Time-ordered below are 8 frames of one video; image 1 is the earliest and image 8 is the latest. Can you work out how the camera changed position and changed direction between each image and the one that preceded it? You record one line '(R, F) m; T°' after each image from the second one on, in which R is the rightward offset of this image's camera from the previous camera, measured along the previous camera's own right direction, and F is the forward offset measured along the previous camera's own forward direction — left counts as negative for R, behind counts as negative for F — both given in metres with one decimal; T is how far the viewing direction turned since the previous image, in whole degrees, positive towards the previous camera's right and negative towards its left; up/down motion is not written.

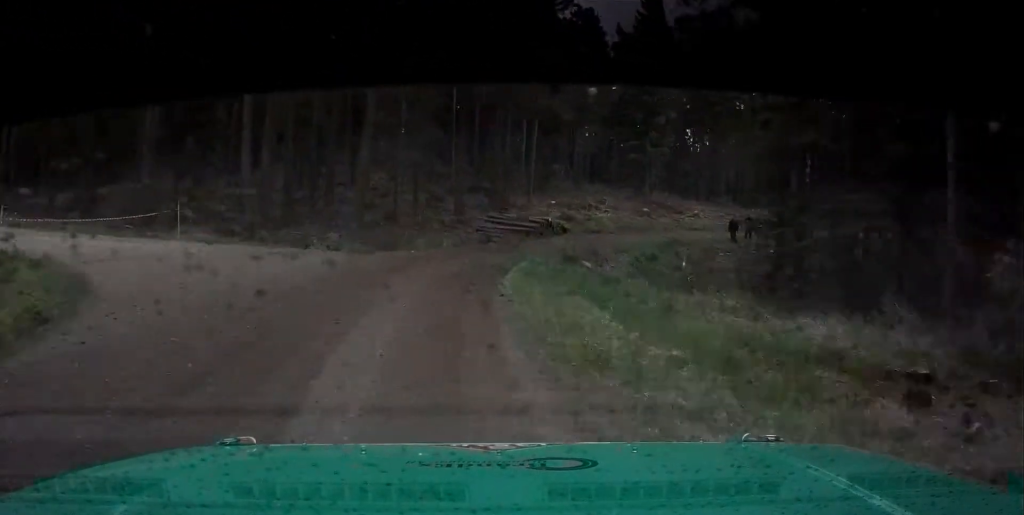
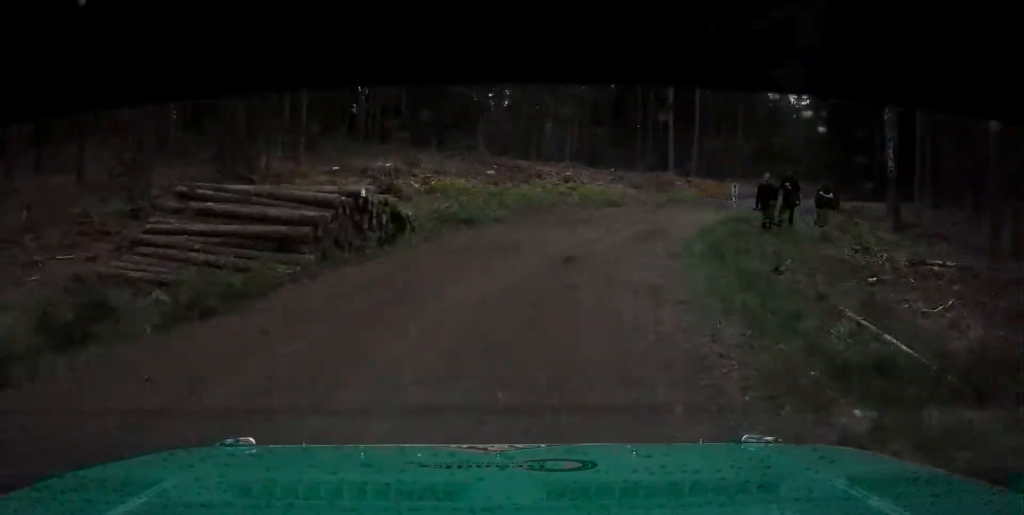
(+4.6, +27.8) m; +23°
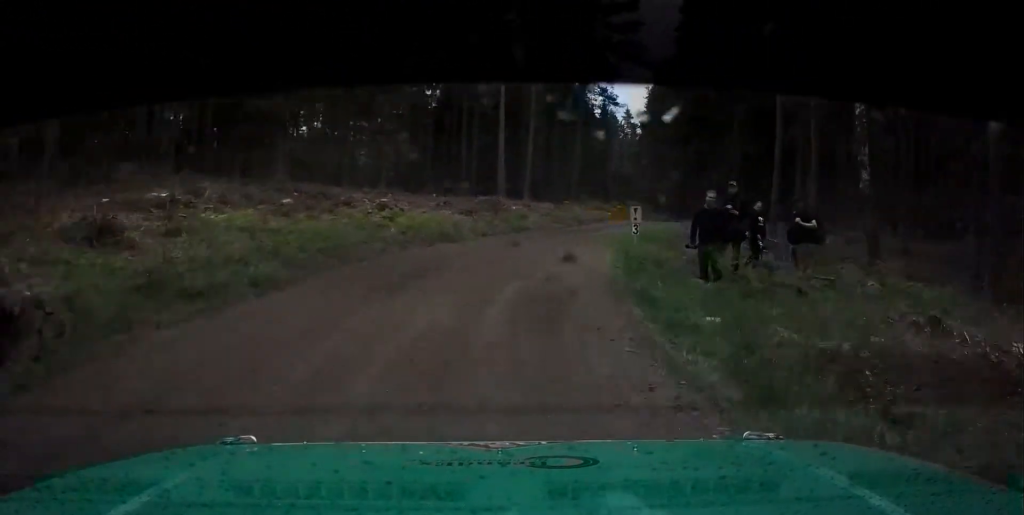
(+0.6, +8.4) m; +7°
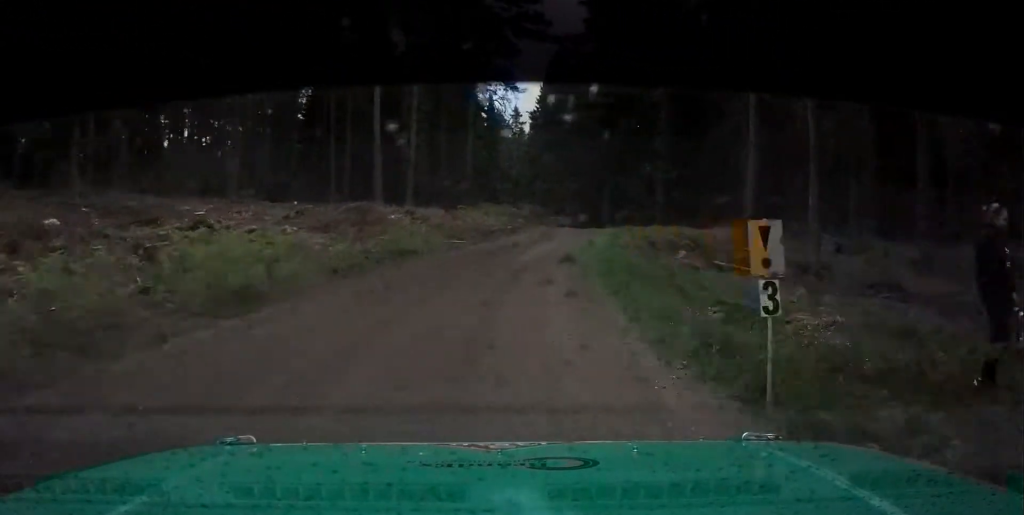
(+1.2, +12.0) m; +8°
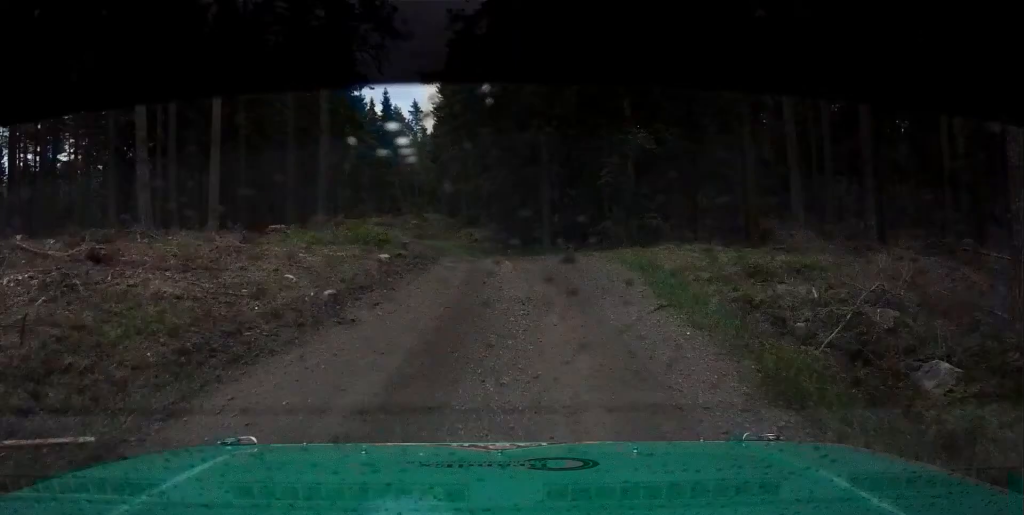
(+1.9, +21.7) m; +4°
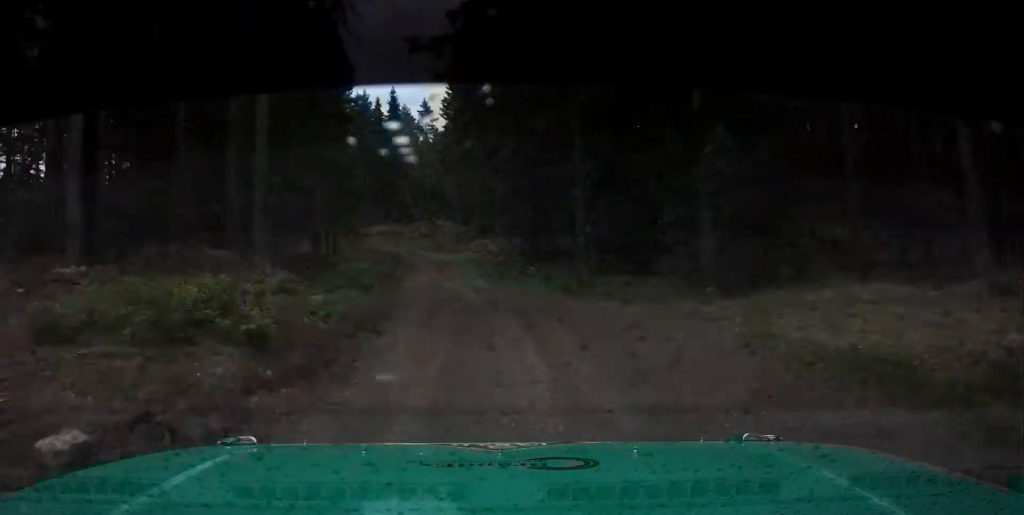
(-0.2, +11.7) m; -2°
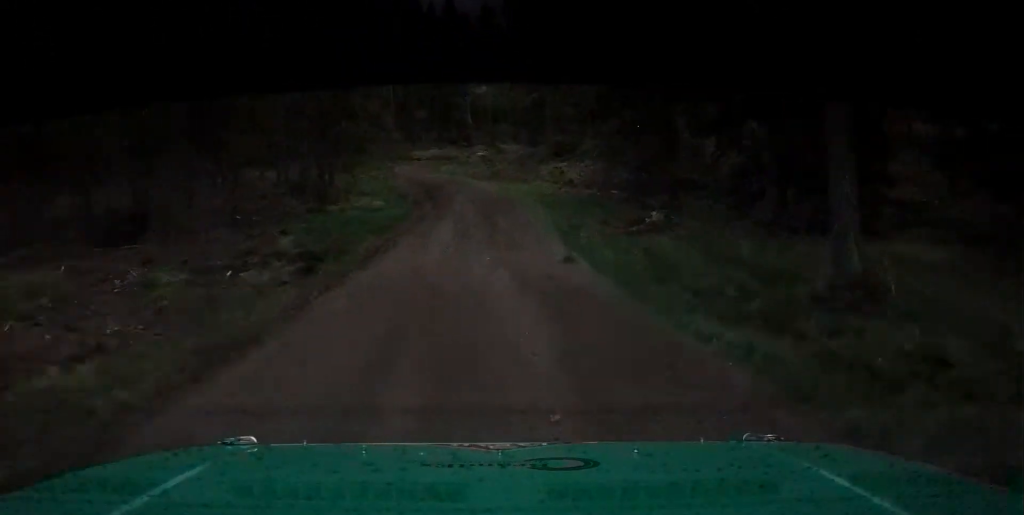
(-0.5, +20.4) m; -4°
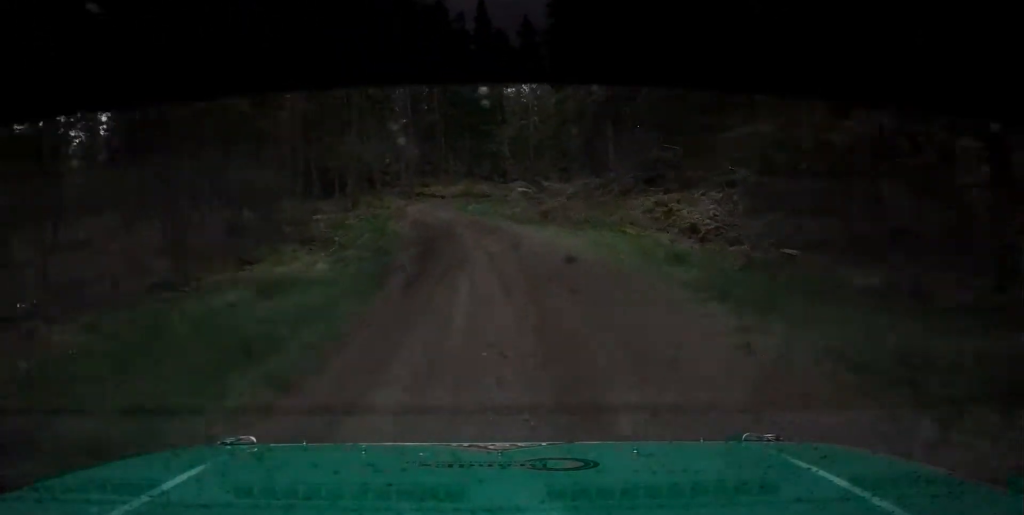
(-0.3, +17.4) m; -3°
